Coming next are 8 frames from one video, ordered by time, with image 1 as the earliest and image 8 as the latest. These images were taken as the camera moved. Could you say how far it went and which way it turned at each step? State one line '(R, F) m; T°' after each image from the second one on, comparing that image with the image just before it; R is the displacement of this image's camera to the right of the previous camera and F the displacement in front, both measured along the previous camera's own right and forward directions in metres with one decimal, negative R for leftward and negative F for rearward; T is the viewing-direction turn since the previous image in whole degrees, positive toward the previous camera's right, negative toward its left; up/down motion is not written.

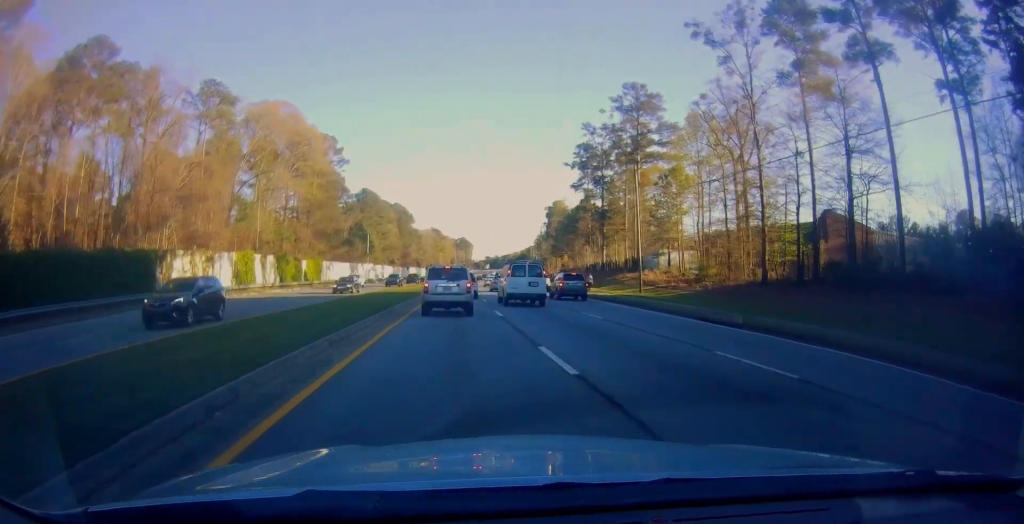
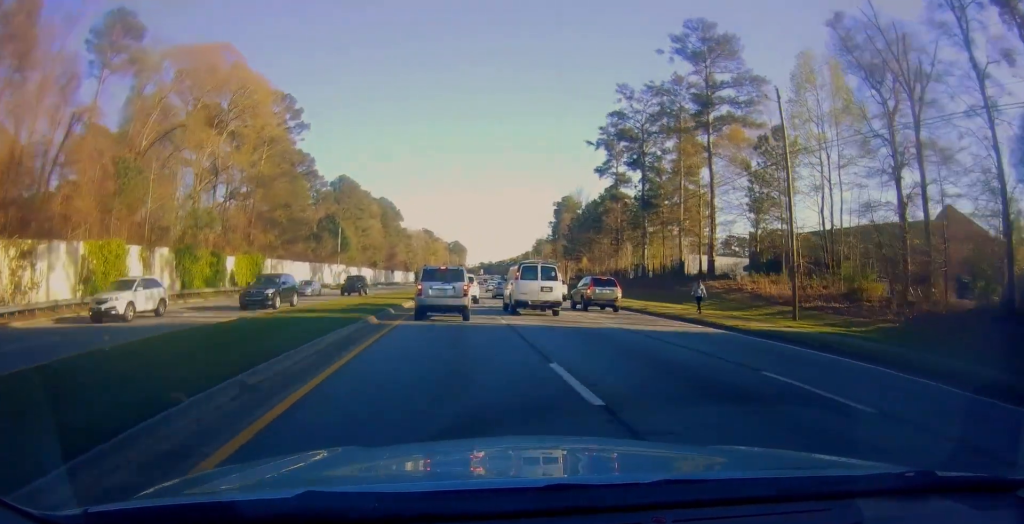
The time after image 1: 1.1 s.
(+0.7, +29.6) m; +1°
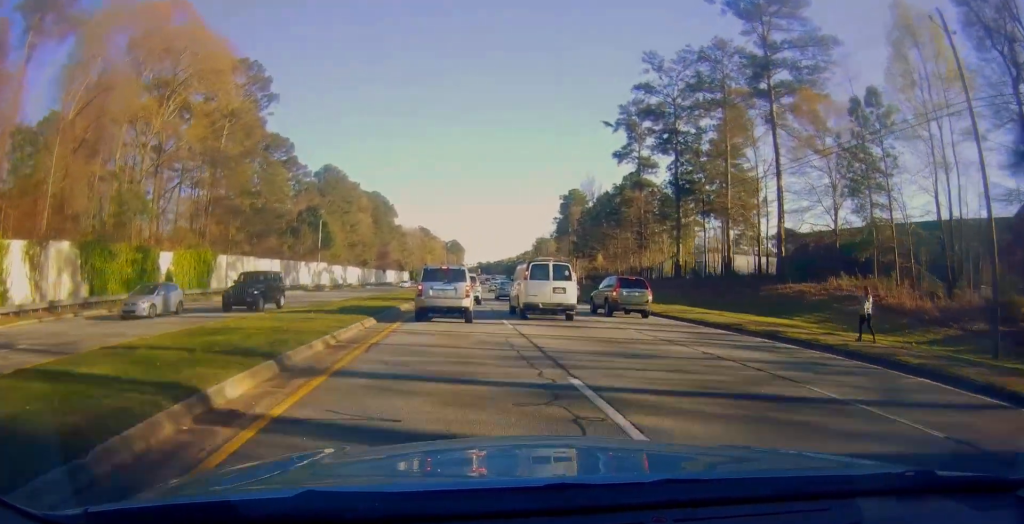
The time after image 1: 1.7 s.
(-0.1, +15.3) m; 0°
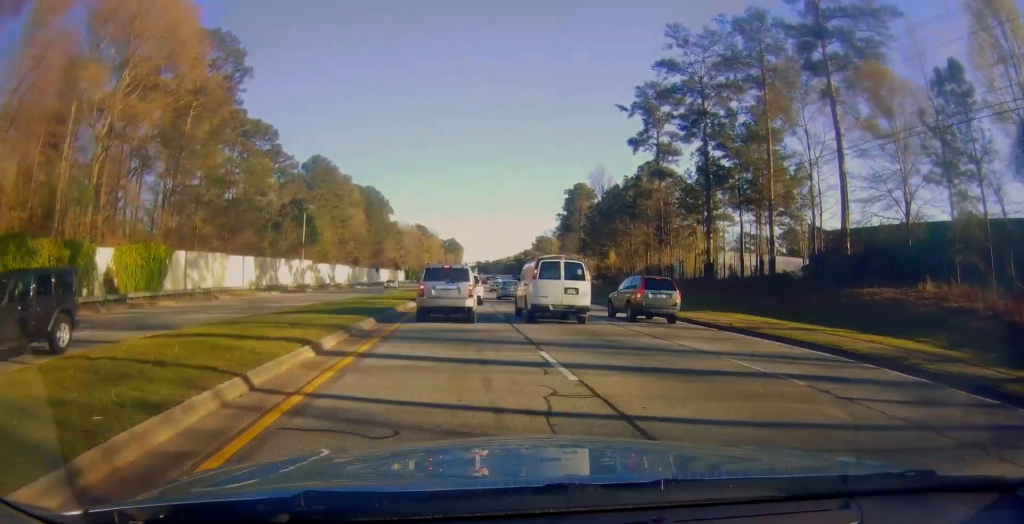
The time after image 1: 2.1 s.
(0.0, +10.0) m; 0°
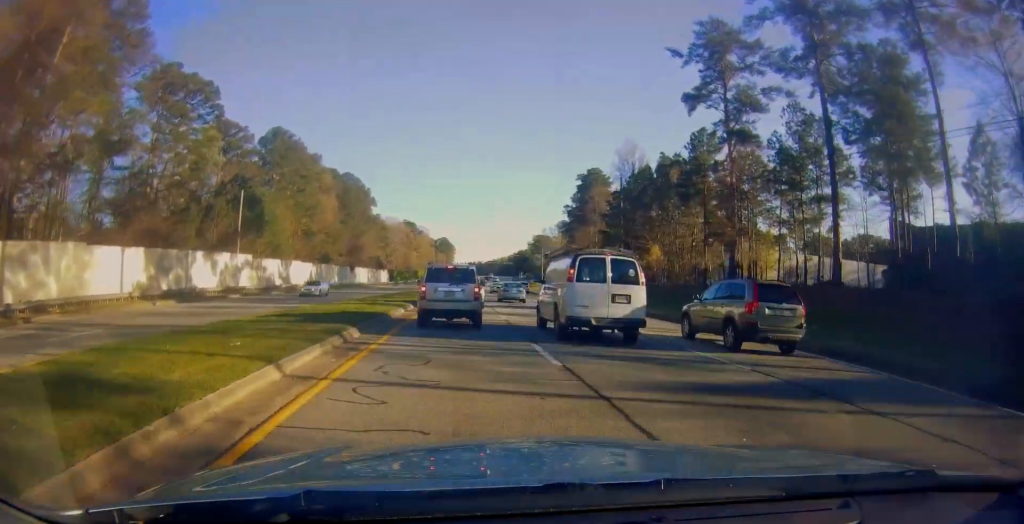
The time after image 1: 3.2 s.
(+0.2, +25.4) m; +1°
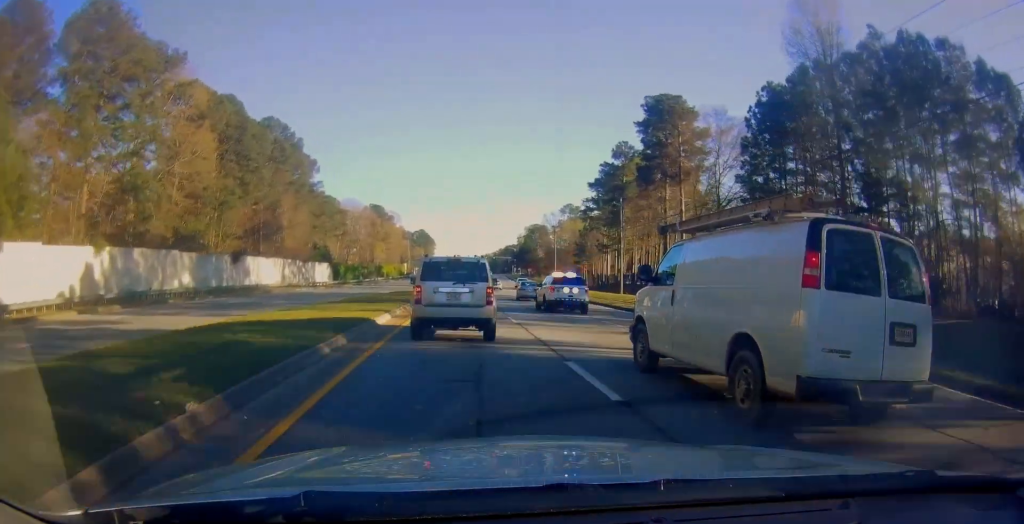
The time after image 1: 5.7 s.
(+0.3, +59.7) m; +1°
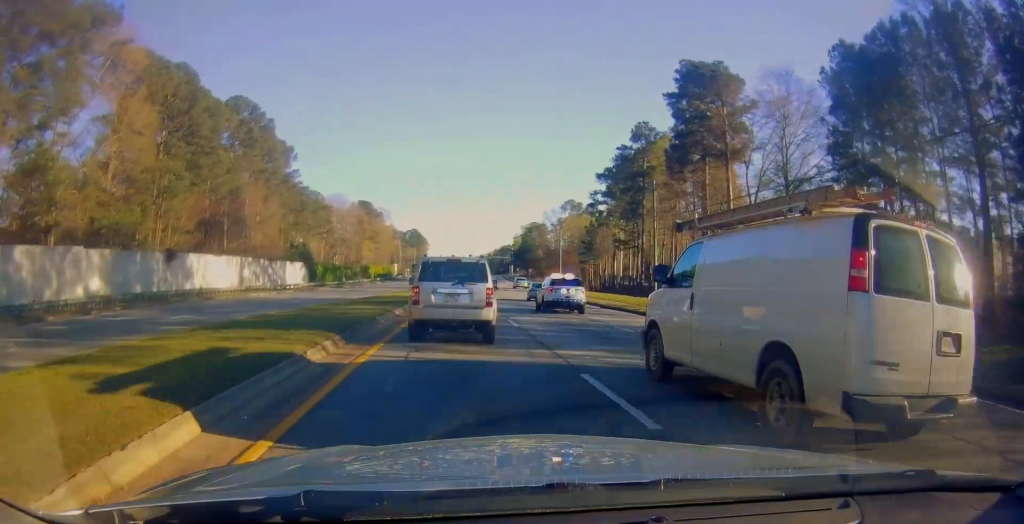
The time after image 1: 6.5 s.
(-0.4, +16.2) m; +1°
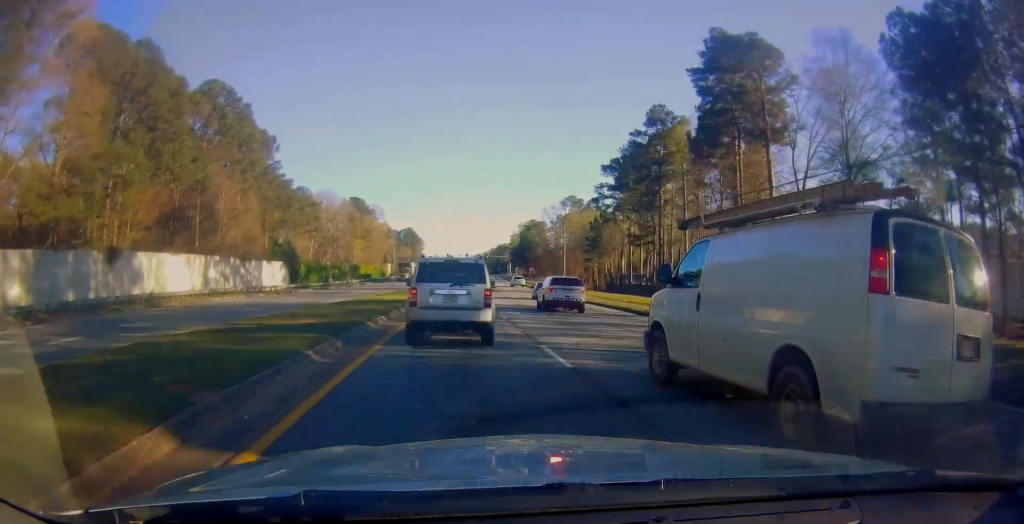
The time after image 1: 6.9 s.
(-0.1, +10.0) m; +1°
